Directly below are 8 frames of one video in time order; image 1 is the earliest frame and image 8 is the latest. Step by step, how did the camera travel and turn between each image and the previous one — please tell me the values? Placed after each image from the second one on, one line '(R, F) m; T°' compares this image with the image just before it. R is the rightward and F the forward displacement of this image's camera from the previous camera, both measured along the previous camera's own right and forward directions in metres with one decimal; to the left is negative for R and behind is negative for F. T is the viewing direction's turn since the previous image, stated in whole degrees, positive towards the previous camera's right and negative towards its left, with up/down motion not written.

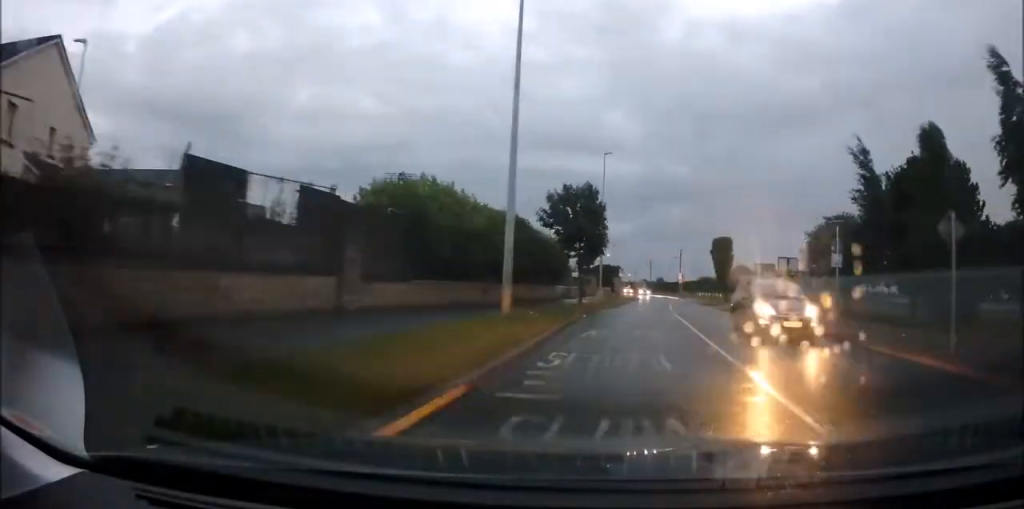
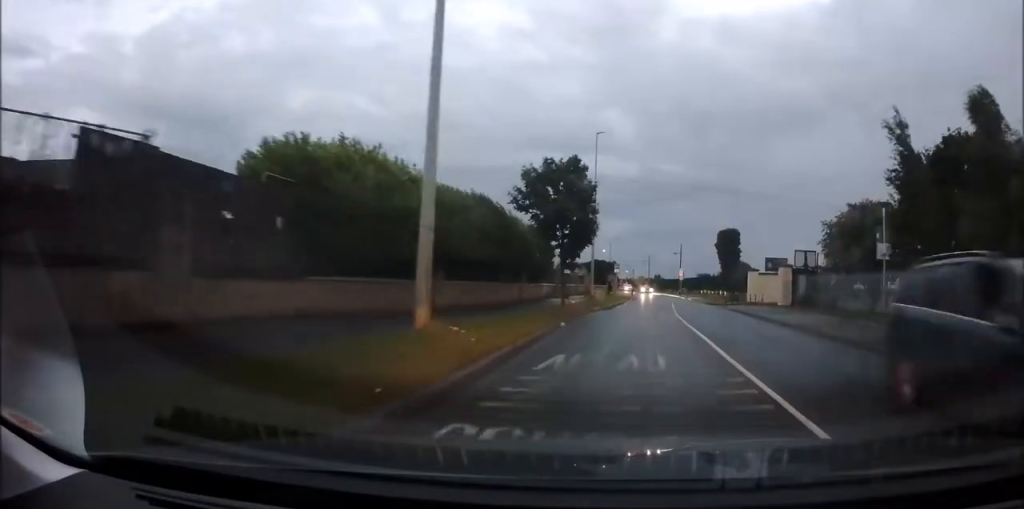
(0.0, +5.9) m; +1°
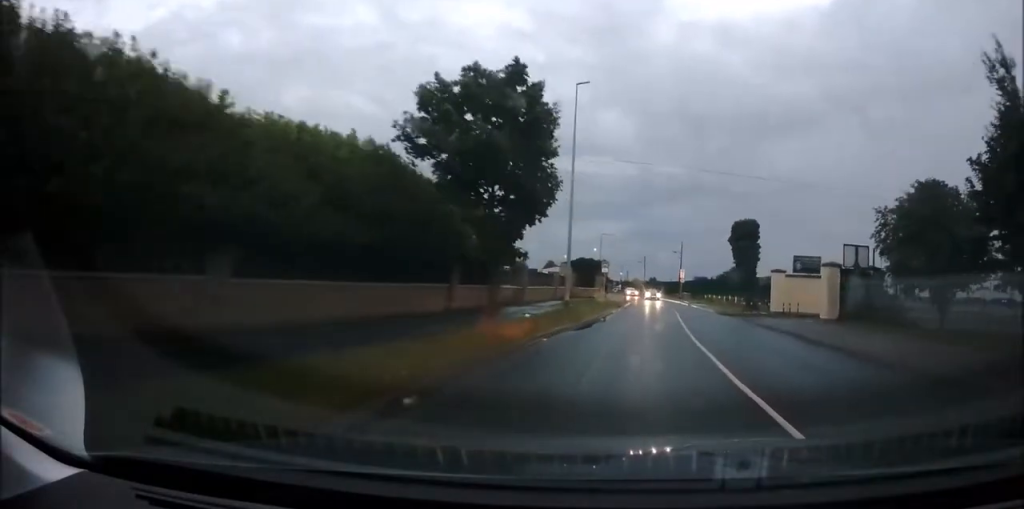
(+0.2, +11.2) m; +1°
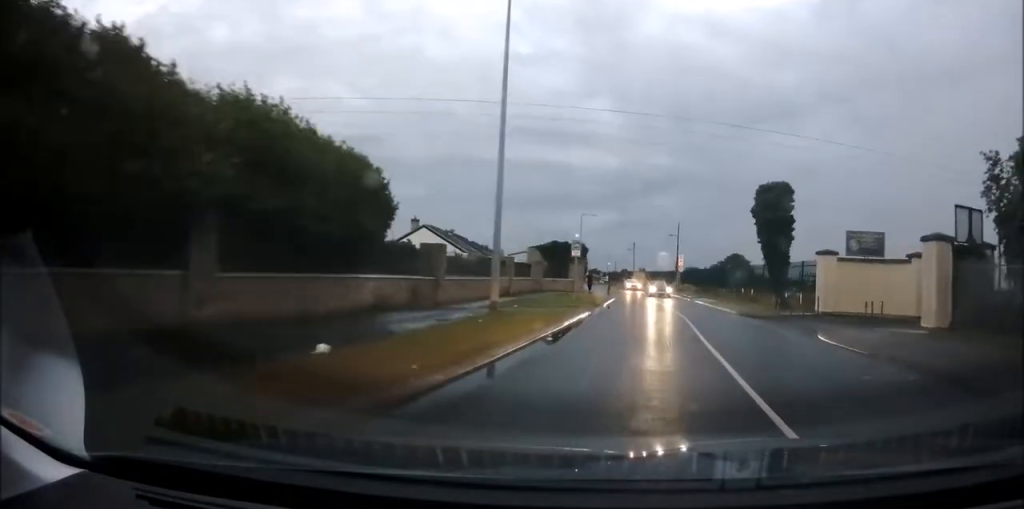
(+0.1, +12.9) m; 0°
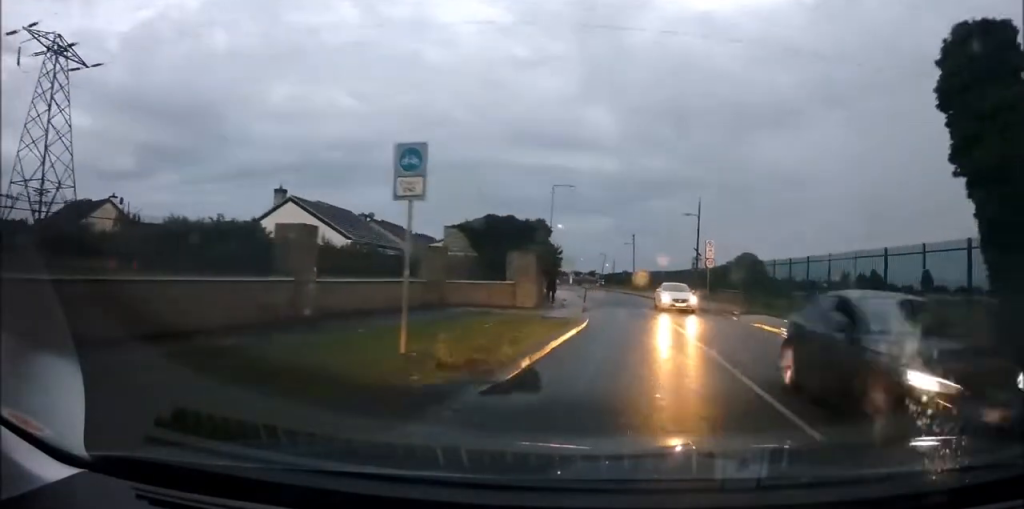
(-0.5, +21.6) m; -2°
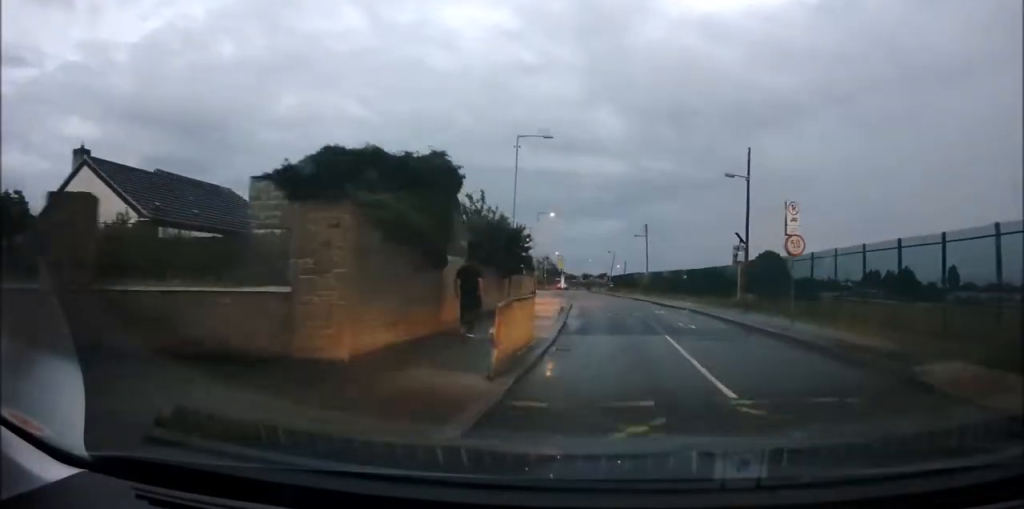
(+0.1, +15.9) m; -1°
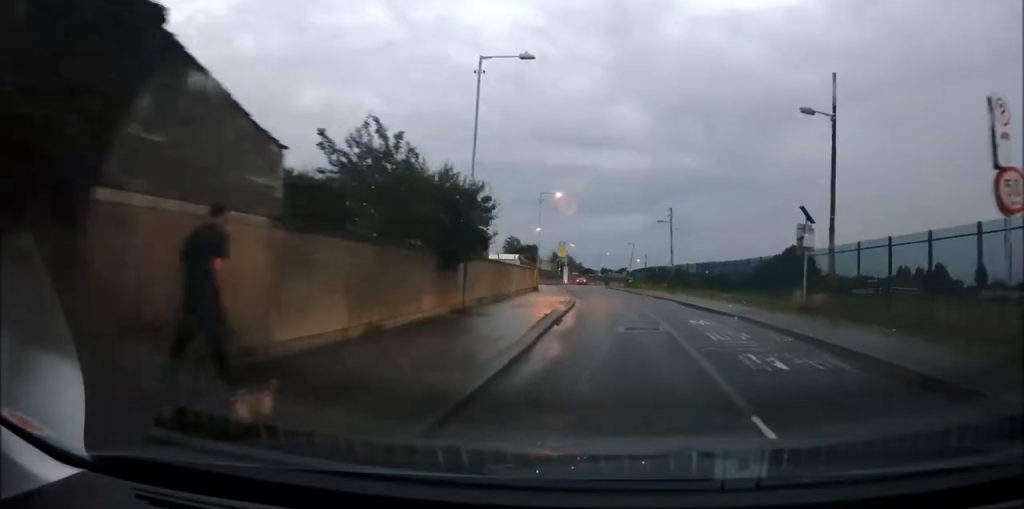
(-0.1, +9.8) m; -2°
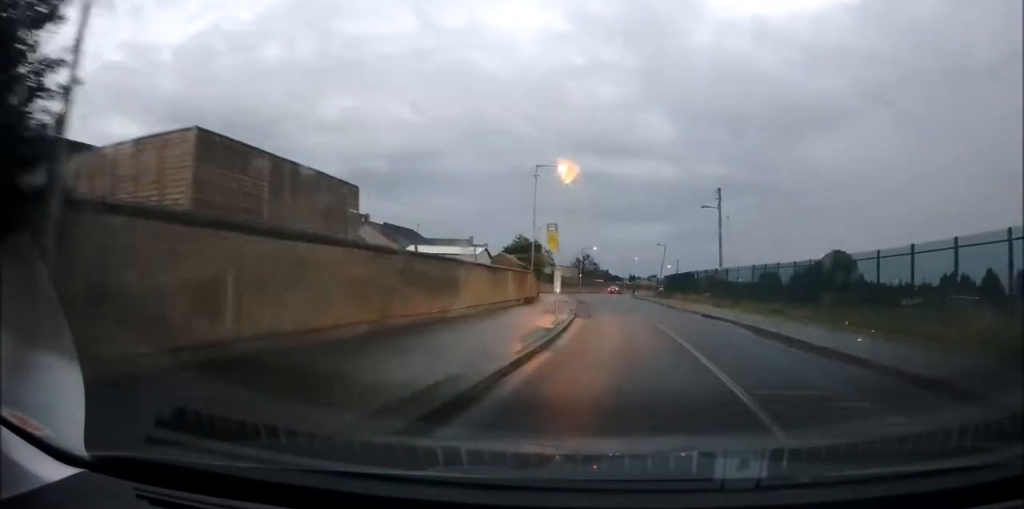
(-0.5, +14.5) m; -4°
